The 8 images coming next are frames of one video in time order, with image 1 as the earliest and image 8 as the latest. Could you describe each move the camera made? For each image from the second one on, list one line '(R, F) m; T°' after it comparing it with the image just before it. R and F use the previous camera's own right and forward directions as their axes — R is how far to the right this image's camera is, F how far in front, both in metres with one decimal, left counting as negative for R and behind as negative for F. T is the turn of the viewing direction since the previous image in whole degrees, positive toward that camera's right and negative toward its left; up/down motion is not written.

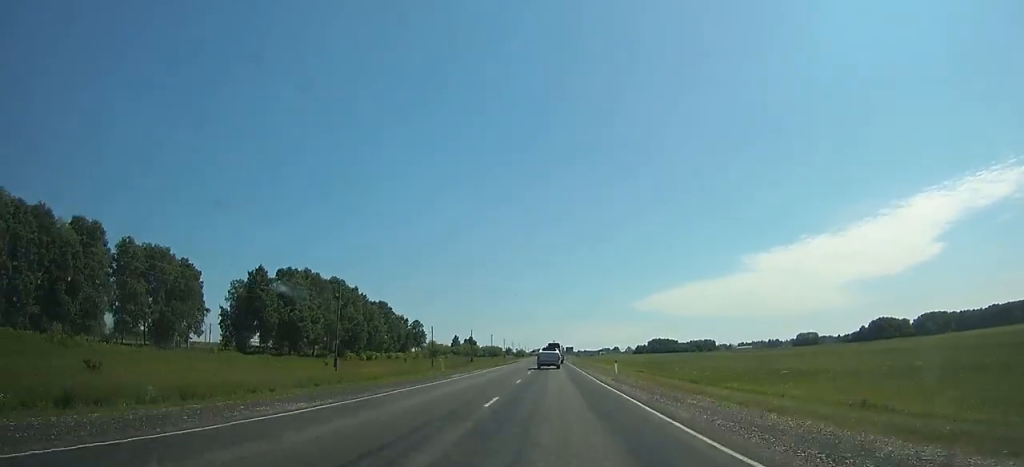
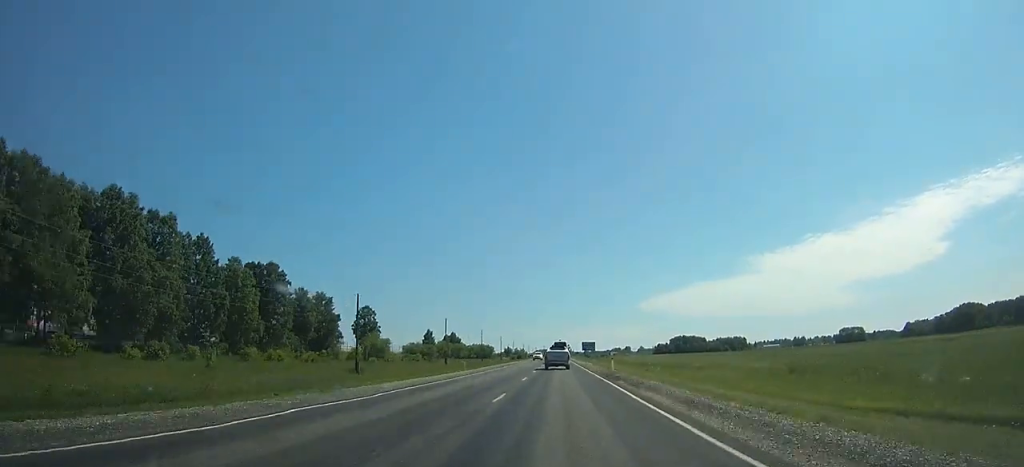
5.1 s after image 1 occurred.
(-0.3, +94.2) m; 0°
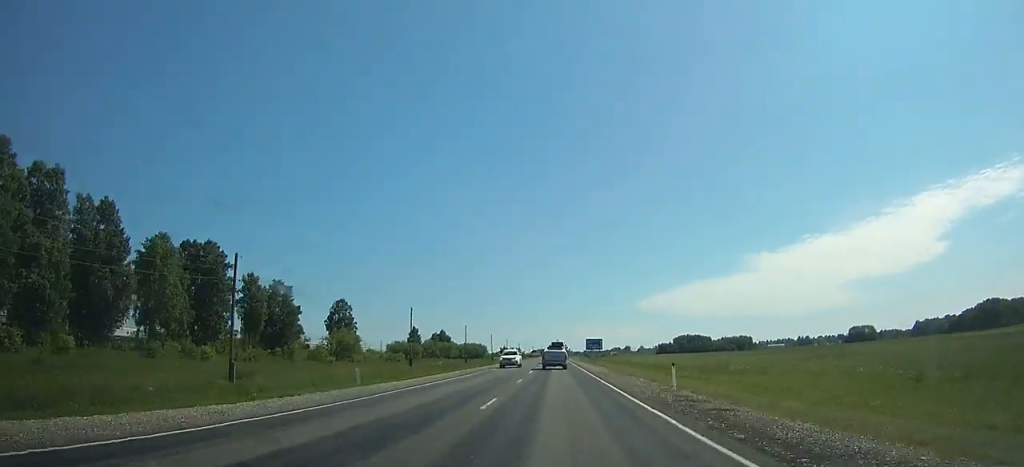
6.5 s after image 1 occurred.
(0.0, +25.4) m; 0°
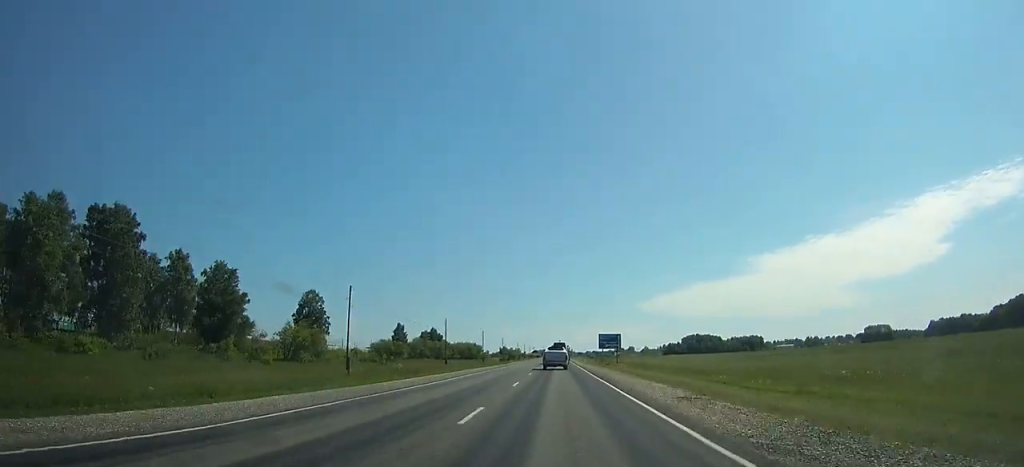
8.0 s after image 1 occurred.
(0.0, +27.2) m; 0°
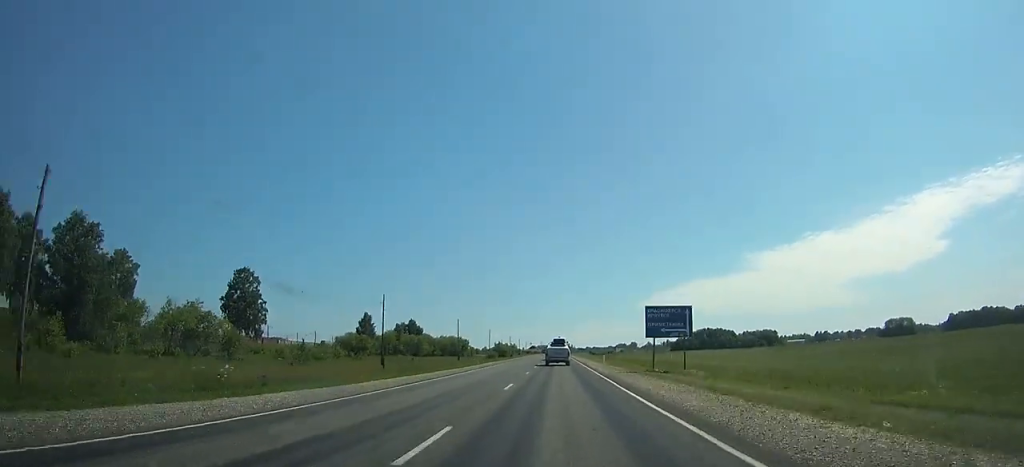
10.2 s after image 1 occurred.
(0.0, +39.7) m; 0°
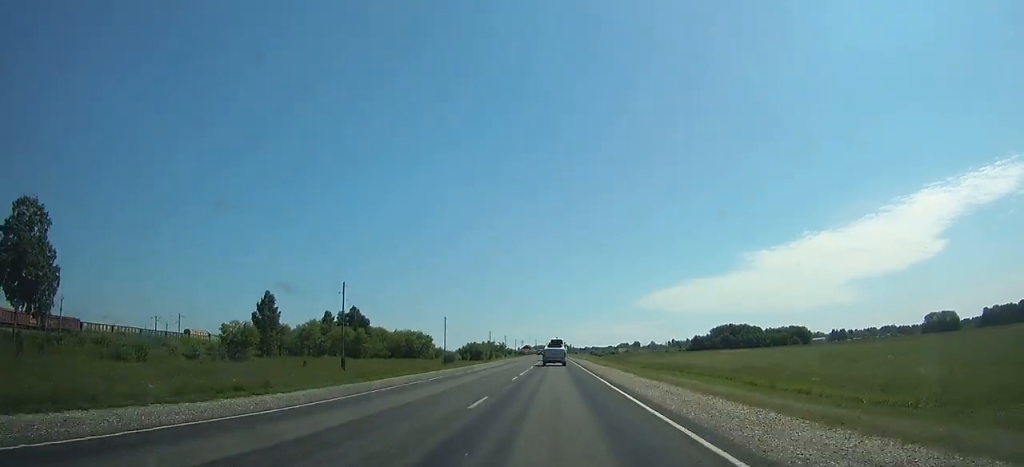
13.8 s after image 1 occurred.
(+0.1, +64.8) m; 0°
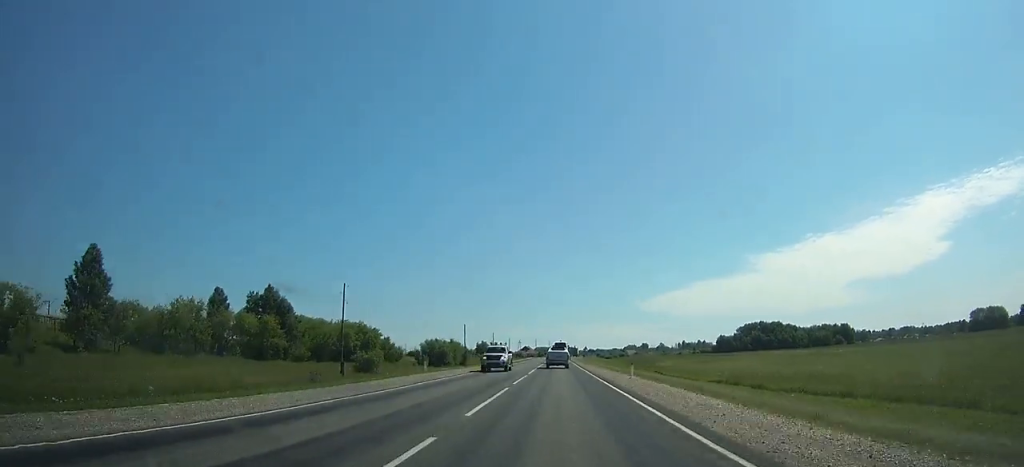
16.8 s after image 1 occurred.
(-0.1, +54.0) m; 0°
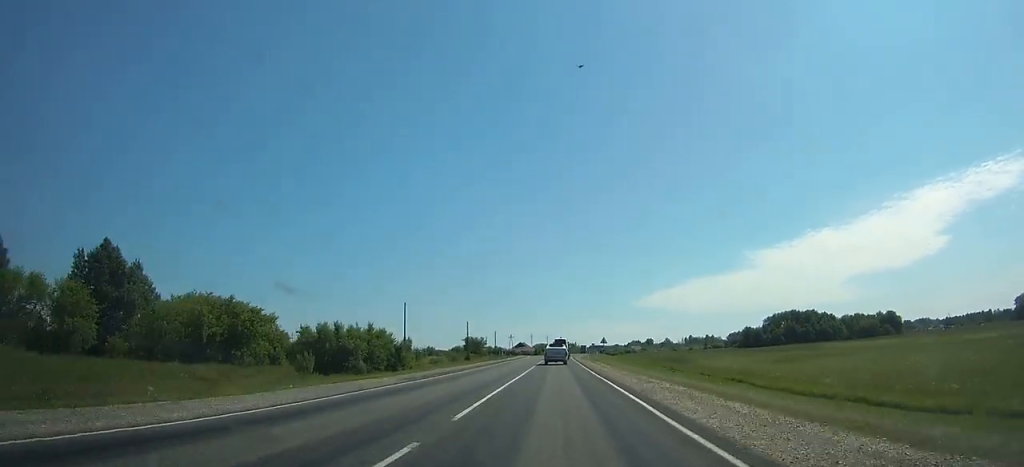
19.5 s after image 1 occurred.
(0.0, +48.5) m; 0°
